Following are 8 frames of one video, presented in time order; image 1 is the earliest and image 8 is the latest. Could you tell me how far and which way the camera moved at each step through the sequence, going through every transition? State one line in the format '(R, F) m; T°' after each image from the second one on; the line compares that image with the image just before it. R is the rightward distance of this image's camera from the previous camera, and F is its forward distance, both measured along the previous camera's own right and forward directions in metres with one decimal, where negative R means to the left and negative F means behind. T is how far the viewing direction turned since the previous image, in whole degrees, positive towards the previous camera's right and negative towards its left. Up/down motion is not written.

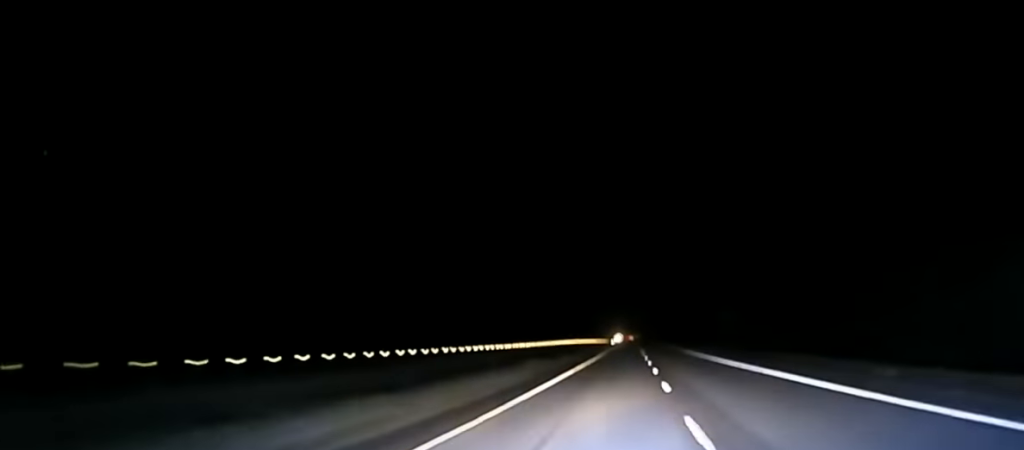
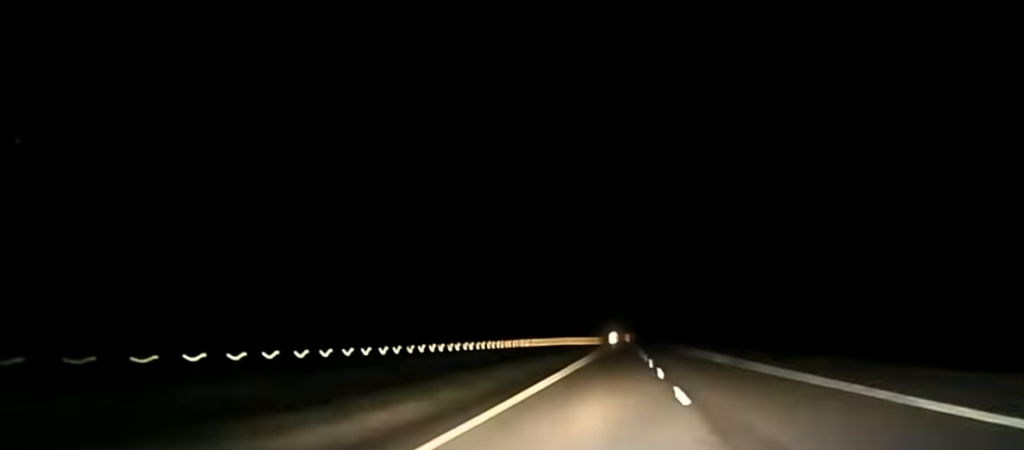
(0.0, +67.4) m; 0°
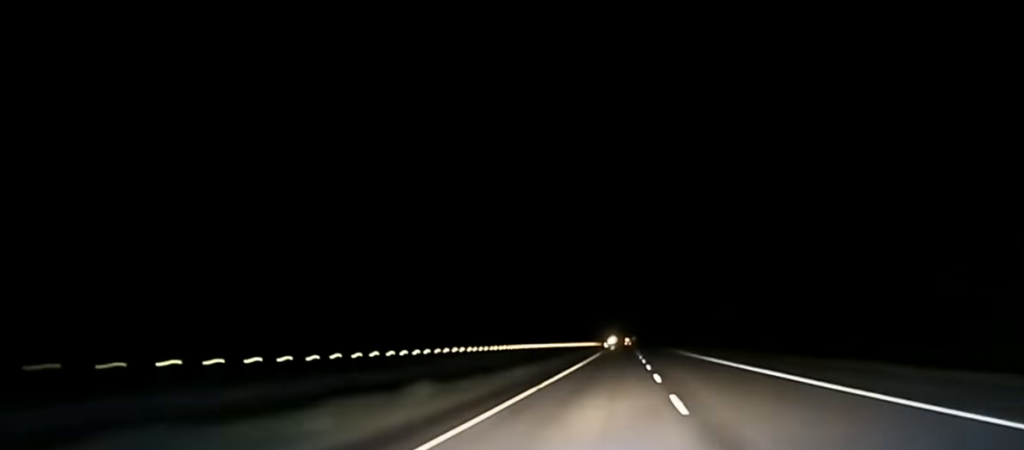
(-0.1, +87.5) m; 0°
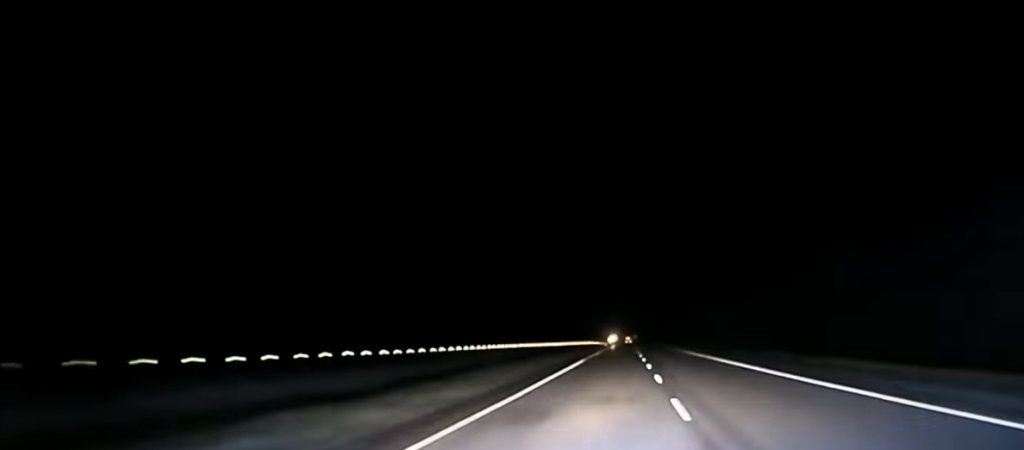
(+0.1, +38.2) m; 0°
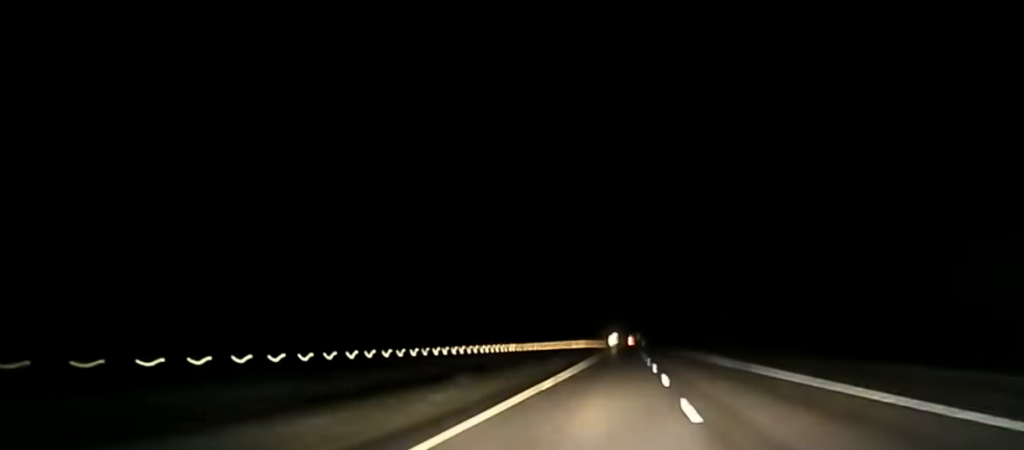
(-0.1, +98.8) m; 0°
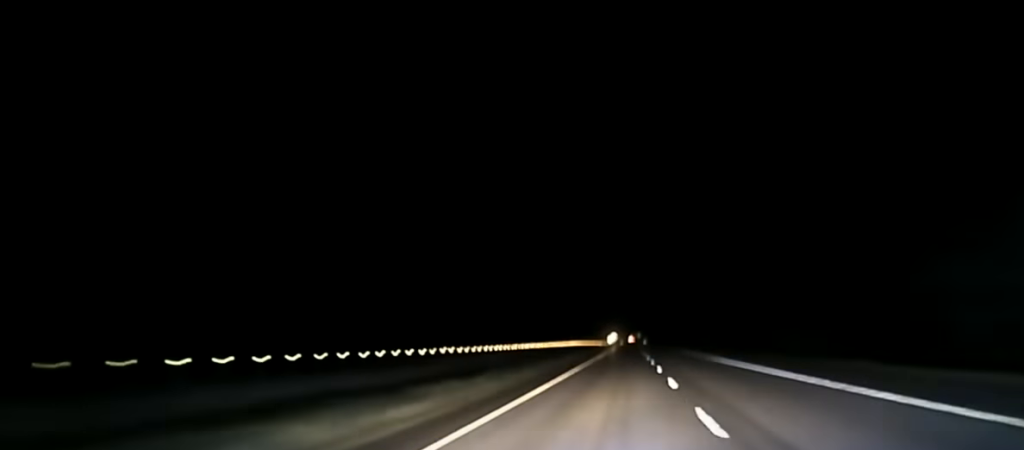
(0.0, +51.6) m; 0°
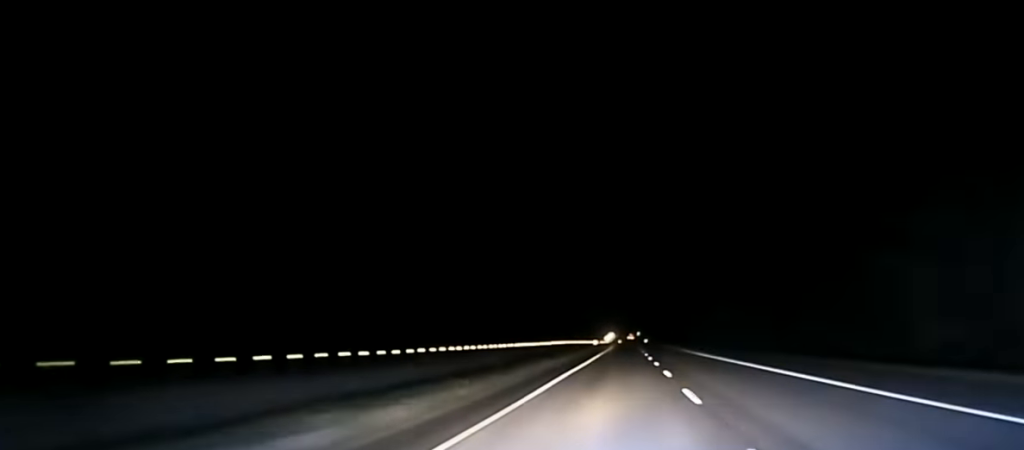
(-0.4, +67.4) m; 0°
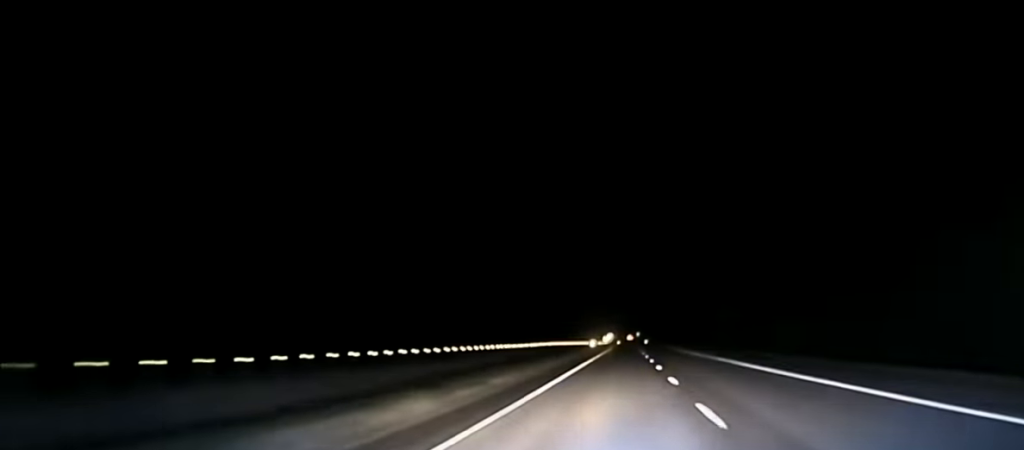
(0.0, +29.3) m; 0°
